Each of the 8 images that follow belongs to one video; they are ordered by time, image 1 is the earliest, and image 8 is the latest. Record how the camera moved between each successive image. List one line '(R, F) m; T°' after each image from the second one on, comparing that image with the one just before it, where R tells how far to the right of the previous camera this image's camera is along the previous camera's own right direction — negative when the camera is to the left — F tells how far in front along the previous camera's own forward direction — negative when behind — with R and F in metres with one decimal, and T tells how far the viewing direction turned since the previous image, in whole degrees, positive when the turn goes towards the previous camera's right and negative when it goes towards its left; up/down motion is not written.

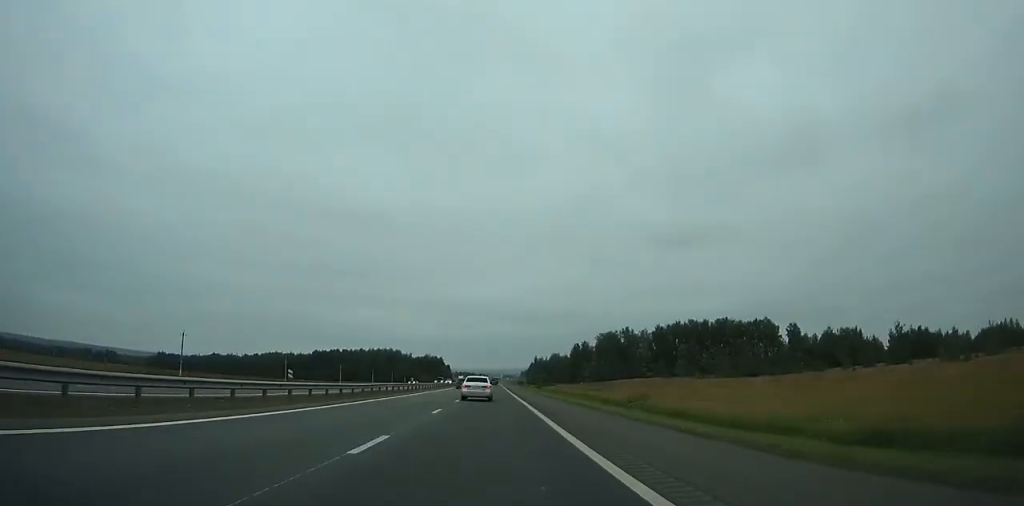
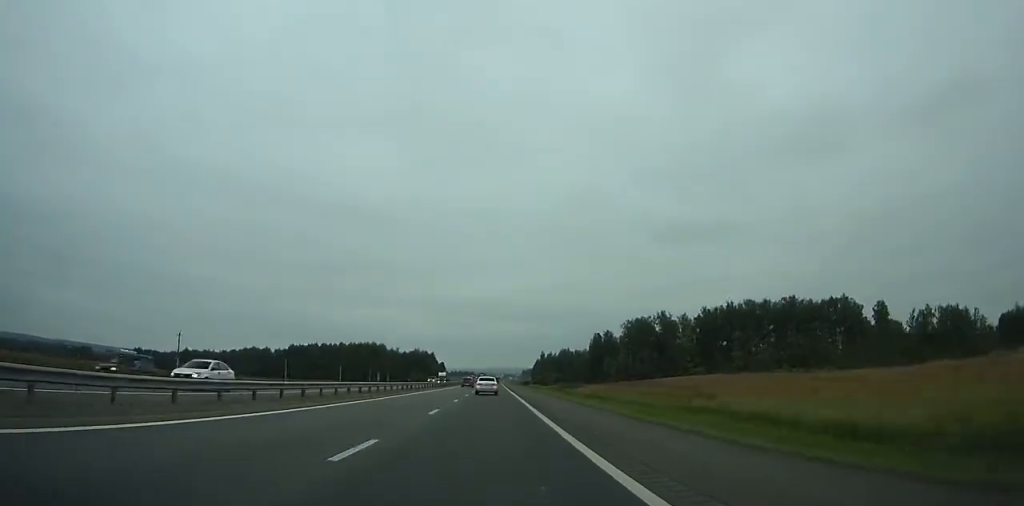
(0.0, +61.4) m; 0°
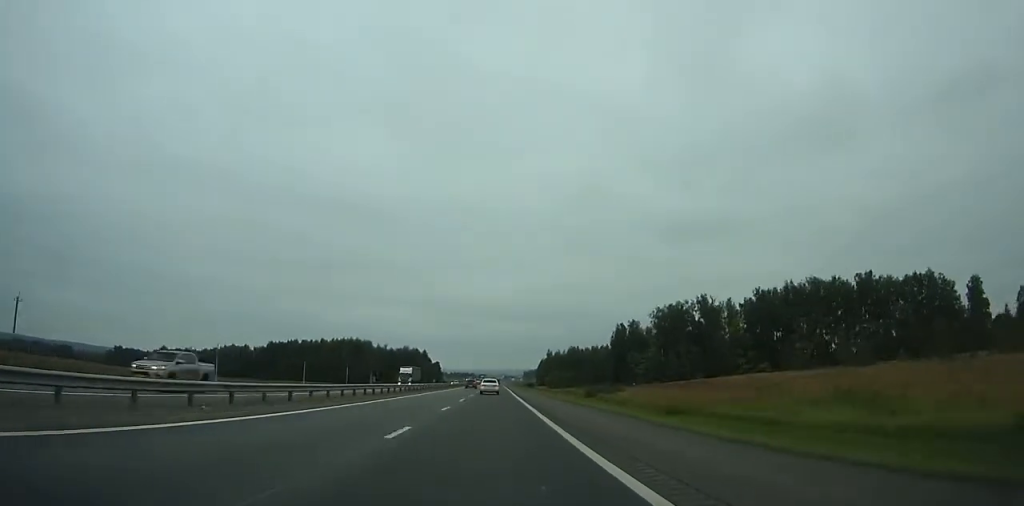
(0.0, +43.7) m; 0°
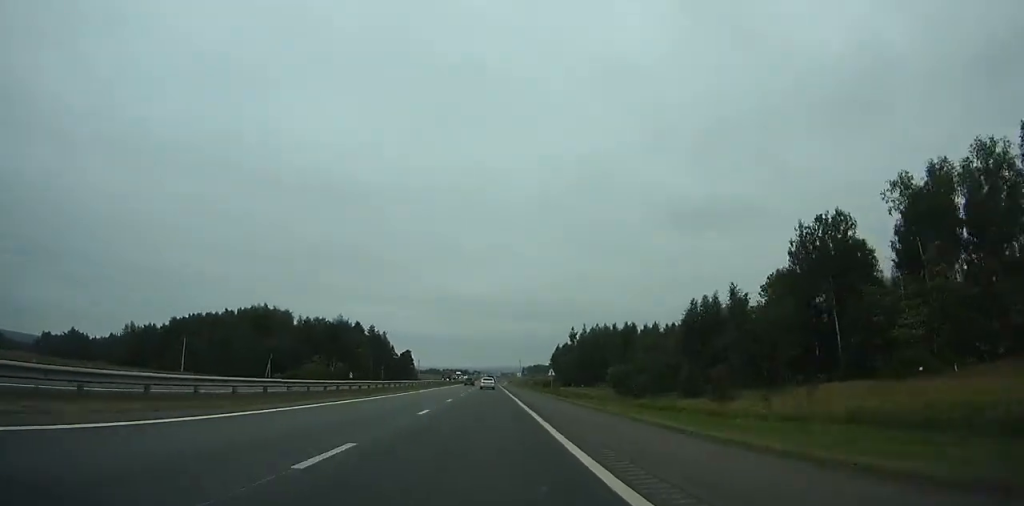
(+0.1, +124.1) m; 0°
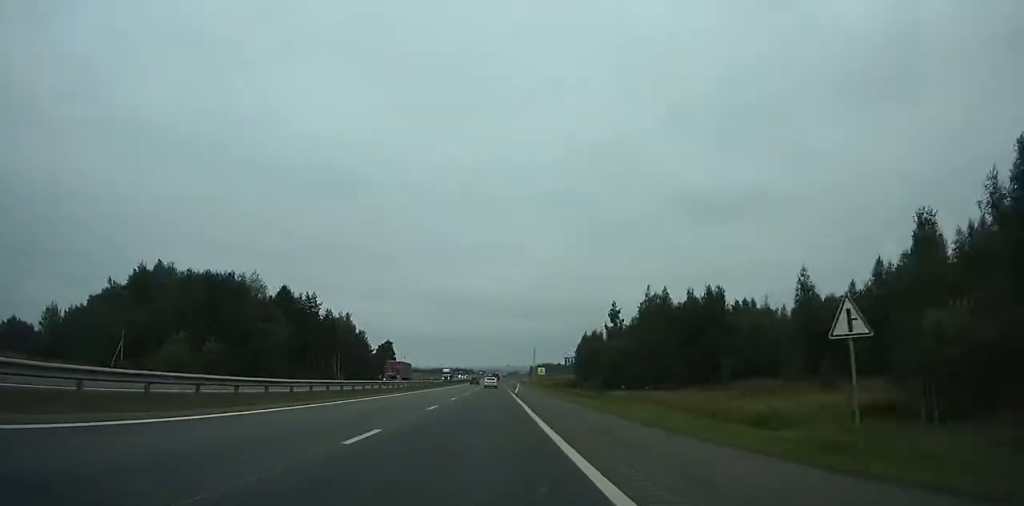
(0.0, +66.7) m; 0°
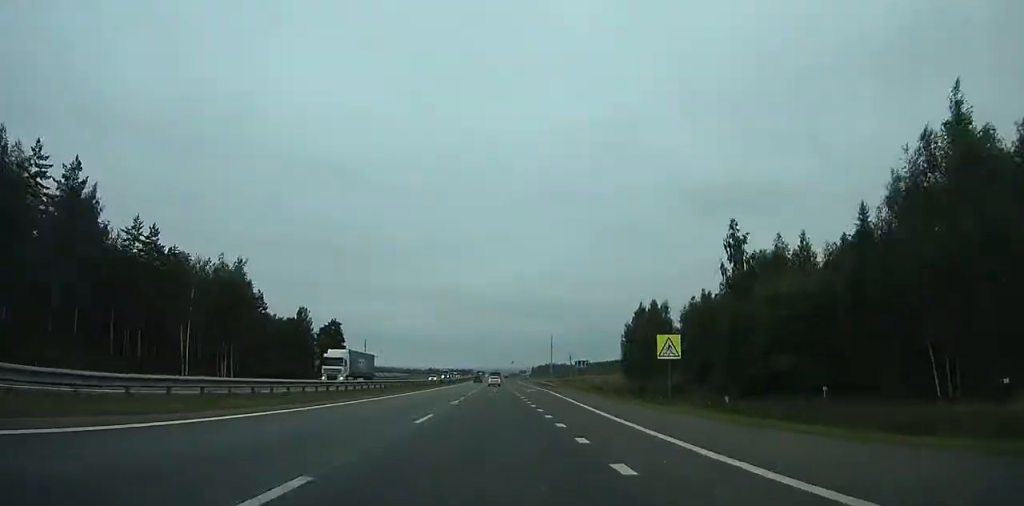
(-0.2, +78.0) m; 0°
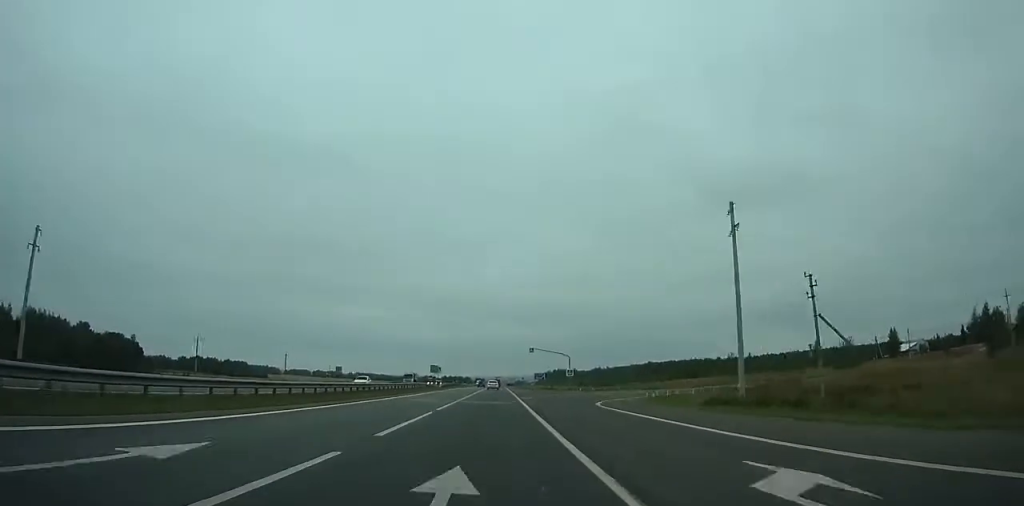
(0.0, +136.3) m; 0°
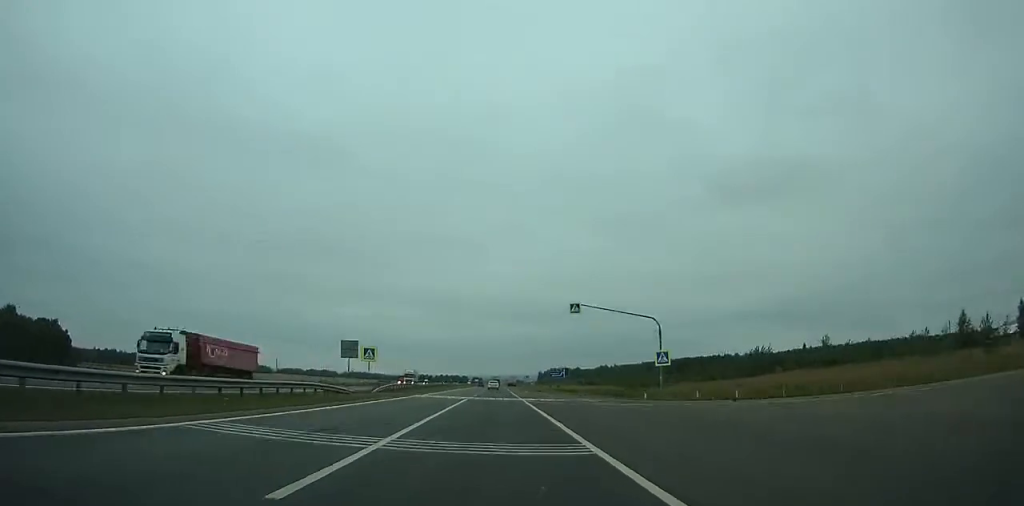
(-0.1, +55.0) m; 0°
